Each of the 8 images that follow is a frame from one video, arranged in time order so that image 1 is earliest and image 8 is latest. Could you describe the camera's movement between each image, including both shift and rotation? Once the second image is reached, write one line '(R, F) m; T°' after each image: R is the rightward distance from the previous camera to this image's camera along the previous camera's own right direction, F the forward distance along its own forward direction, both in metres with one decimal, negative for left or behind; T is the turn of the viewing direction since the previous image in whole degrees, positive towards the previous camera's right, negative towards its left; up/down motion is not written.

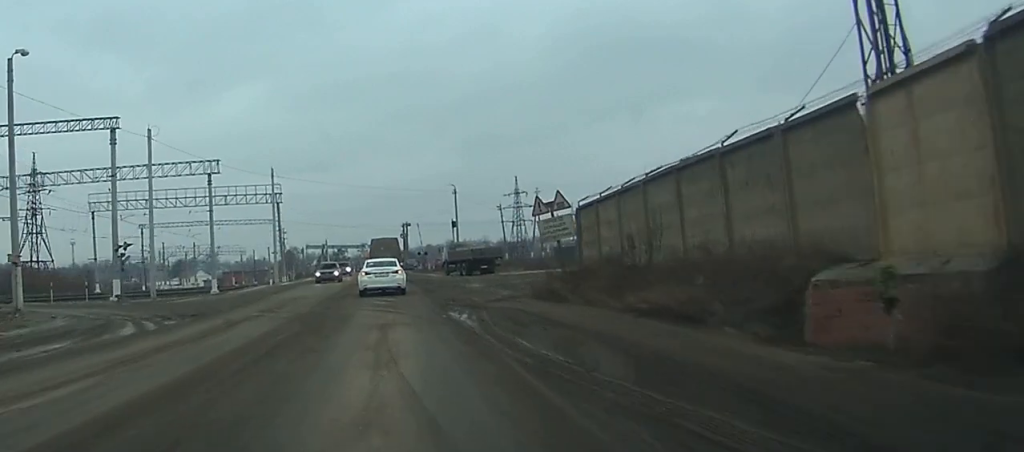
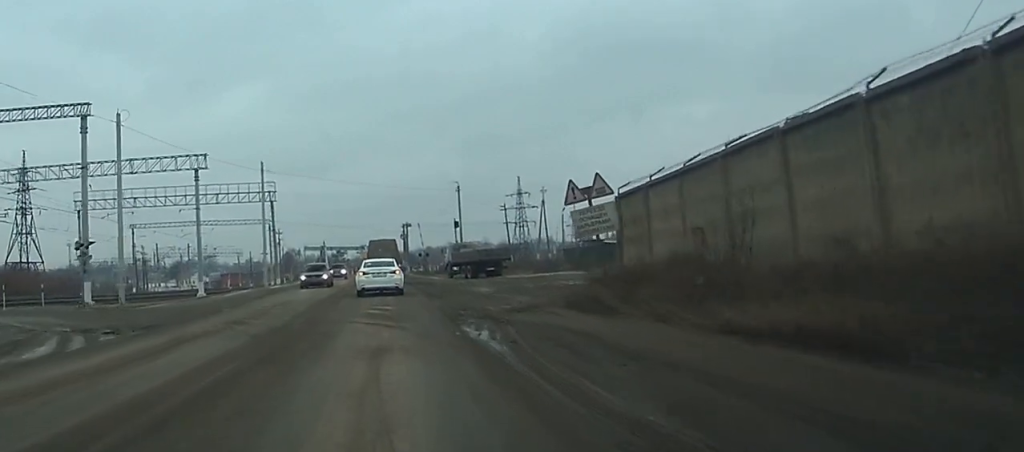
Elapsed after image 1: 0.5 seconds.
(0.0, +5.3) m; 0°
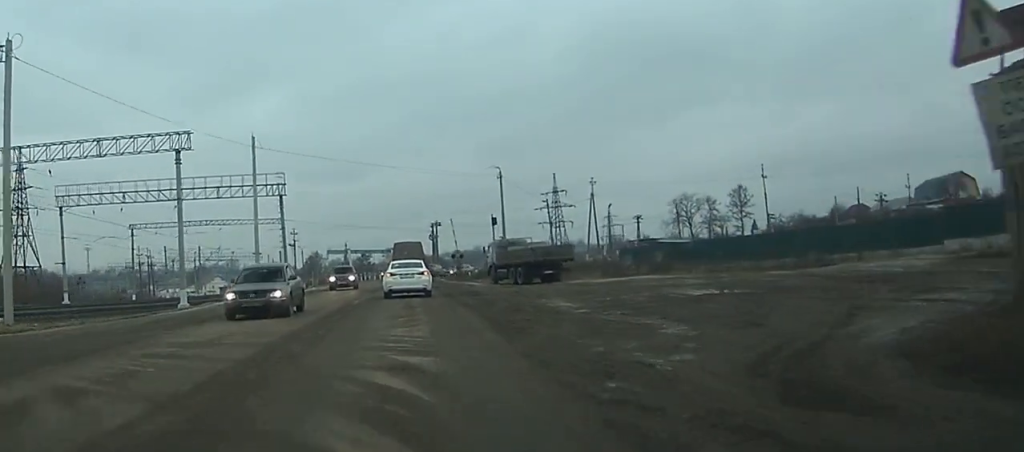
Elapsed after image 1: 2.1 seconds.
(+0.3, +15.2) m; +2°
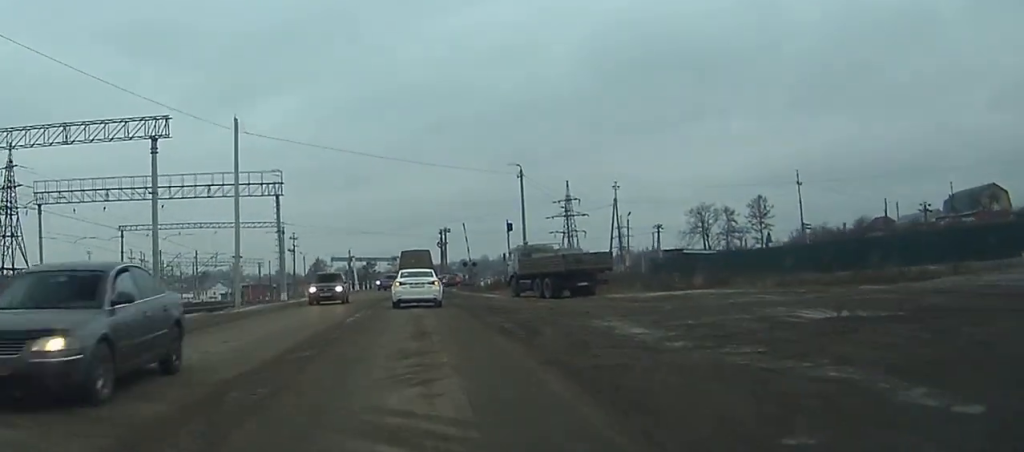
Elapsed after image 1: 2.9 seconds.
(0.0, +7.8) m; 0°
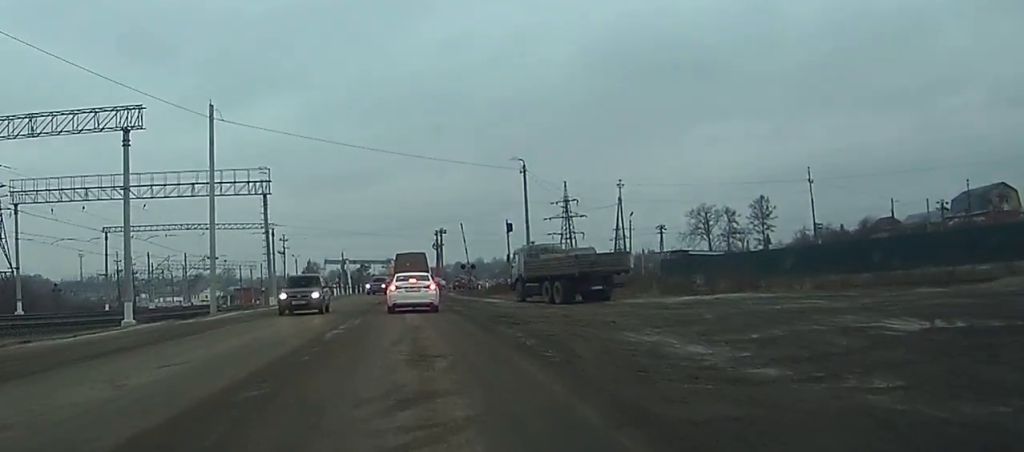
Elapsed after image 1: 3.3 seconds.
(0.0, +4.3) m; 0°
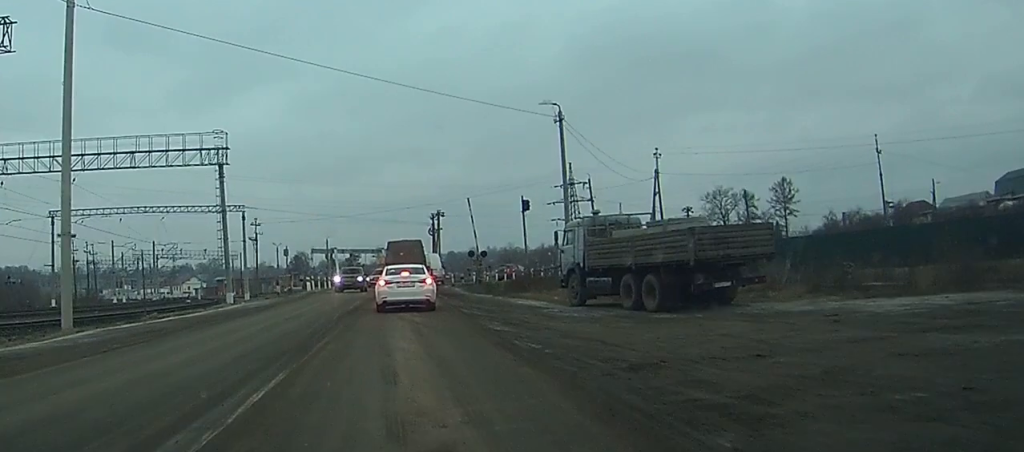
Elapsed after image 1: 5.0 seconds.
(0.0, +16.0) m; -1°
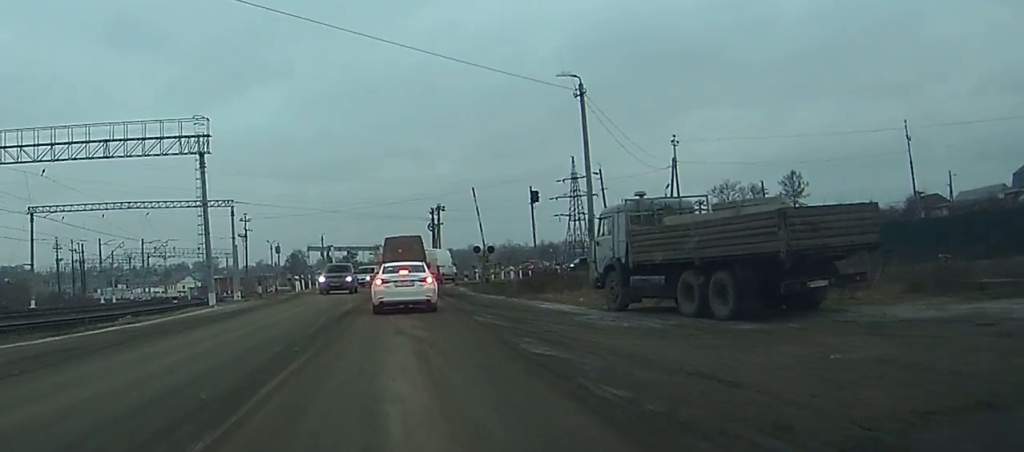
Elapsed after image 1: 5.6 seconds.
(0.0, +5.6) m; -1°
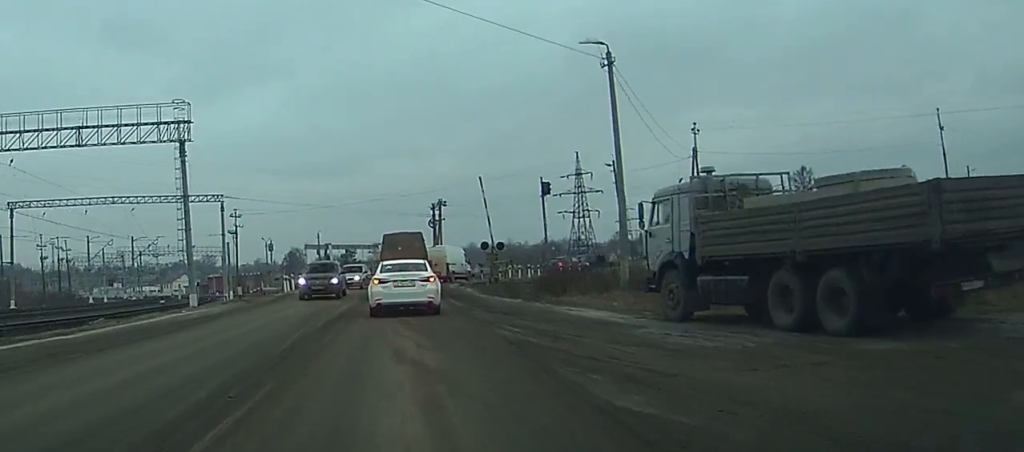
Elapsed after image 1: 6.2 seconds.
(-0.1, +5.3) m; 0°
